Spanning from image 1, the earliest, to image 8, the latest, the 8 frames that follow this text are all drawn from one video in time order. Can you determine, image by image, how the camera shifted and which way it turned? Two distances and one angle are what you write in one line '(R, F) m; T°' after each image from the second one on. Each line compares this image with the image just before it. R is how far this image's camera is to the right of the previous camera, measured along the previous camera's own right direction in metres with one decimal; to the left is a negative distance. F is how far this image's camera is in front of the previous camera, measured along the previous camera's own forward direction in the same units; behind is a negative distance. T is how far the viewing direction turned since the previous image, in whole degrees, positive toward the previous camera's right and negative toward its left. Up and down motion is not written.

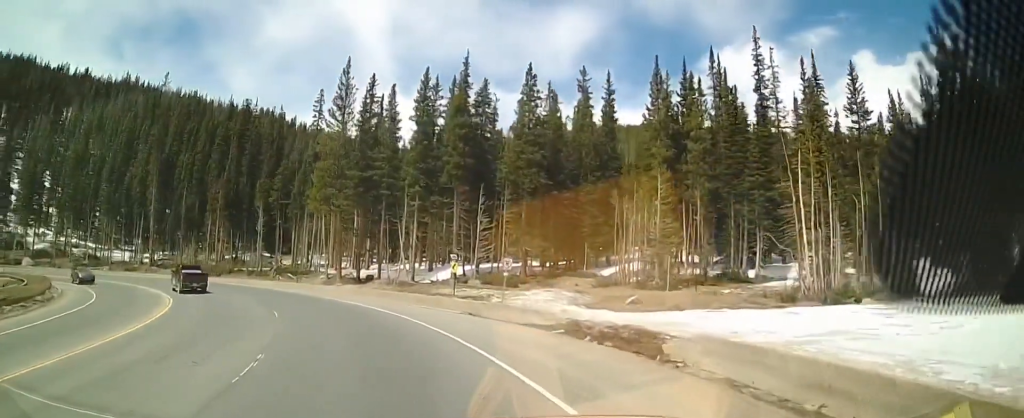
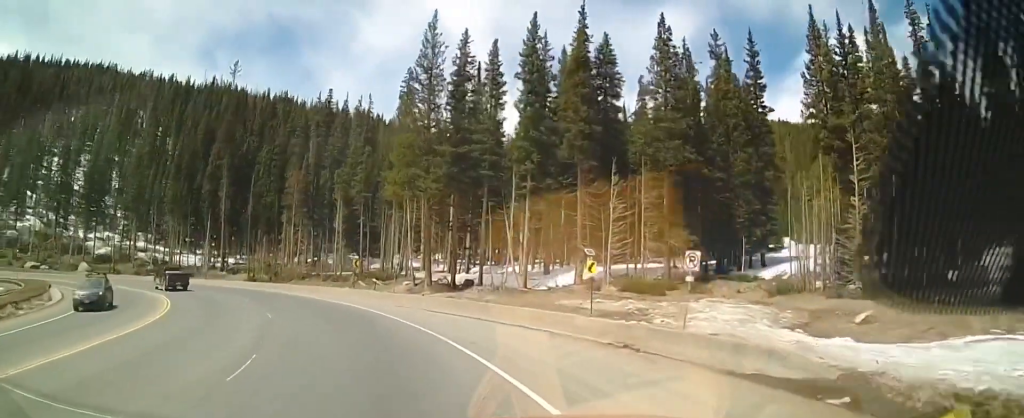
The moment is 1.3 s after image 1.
(-1.4, +13.8) m; -13°
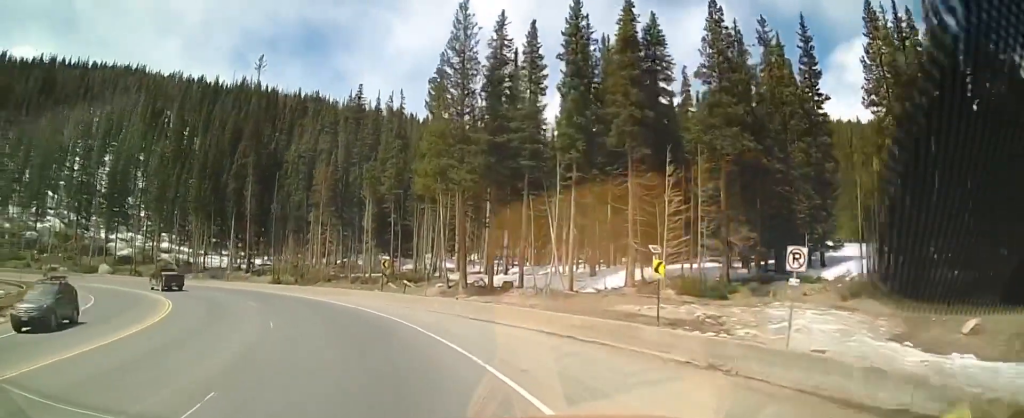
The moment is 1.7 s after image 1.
(-0.5, +4.3) m; -3°
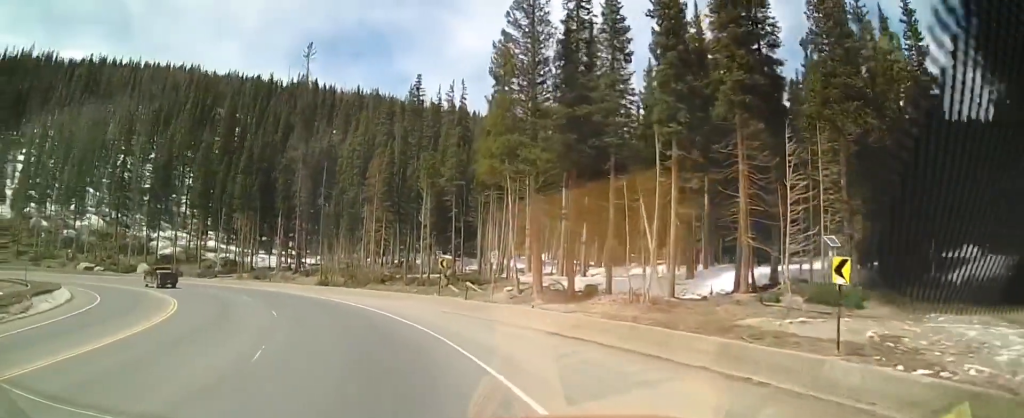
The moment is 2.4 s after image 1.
(-0.4, +7.7) m; -5°
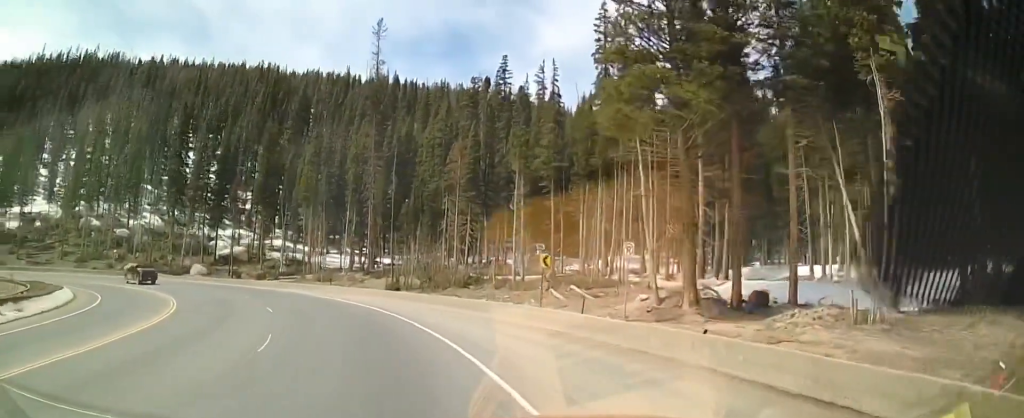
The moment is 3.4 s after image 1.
(-0.5, +12.0) m; -7°
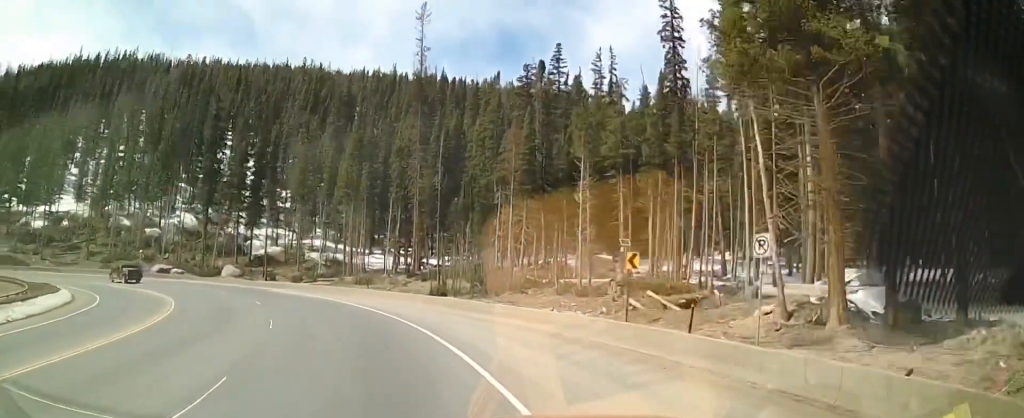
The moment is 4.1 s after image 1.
(-0.6, +7.4) m; -5°
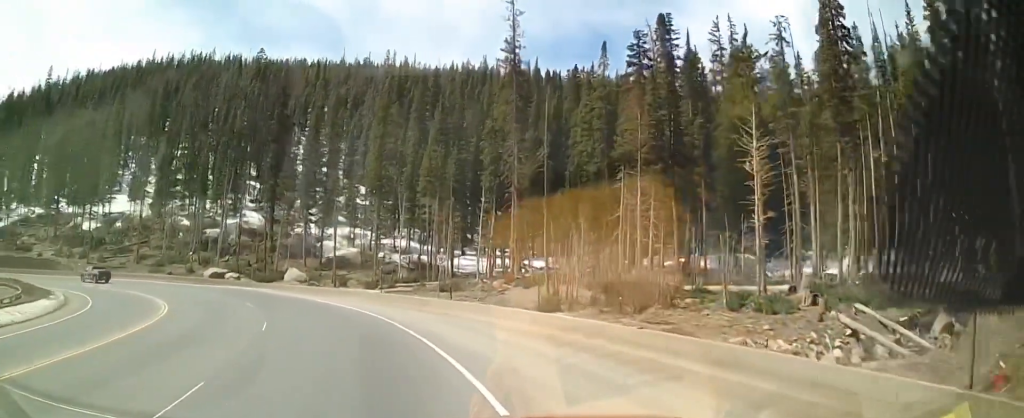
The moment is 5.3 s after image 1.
(-0.4, +14.8) m; -5°
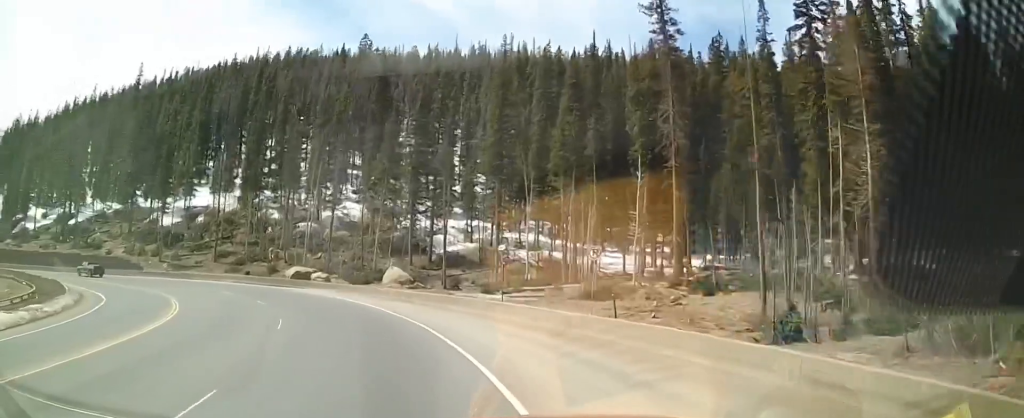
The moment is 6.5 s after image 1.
(-1.4, +15.0) m; -12°
